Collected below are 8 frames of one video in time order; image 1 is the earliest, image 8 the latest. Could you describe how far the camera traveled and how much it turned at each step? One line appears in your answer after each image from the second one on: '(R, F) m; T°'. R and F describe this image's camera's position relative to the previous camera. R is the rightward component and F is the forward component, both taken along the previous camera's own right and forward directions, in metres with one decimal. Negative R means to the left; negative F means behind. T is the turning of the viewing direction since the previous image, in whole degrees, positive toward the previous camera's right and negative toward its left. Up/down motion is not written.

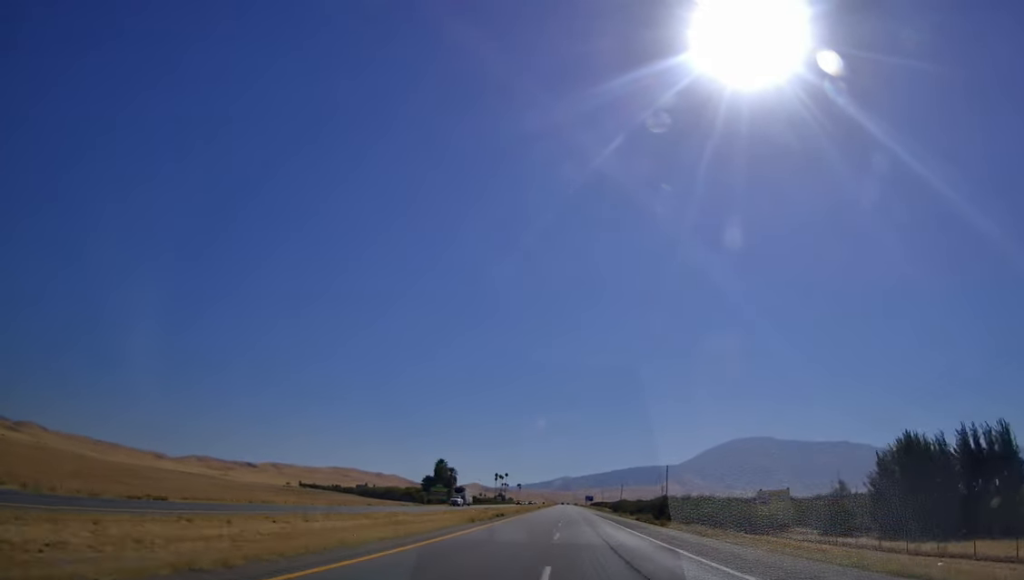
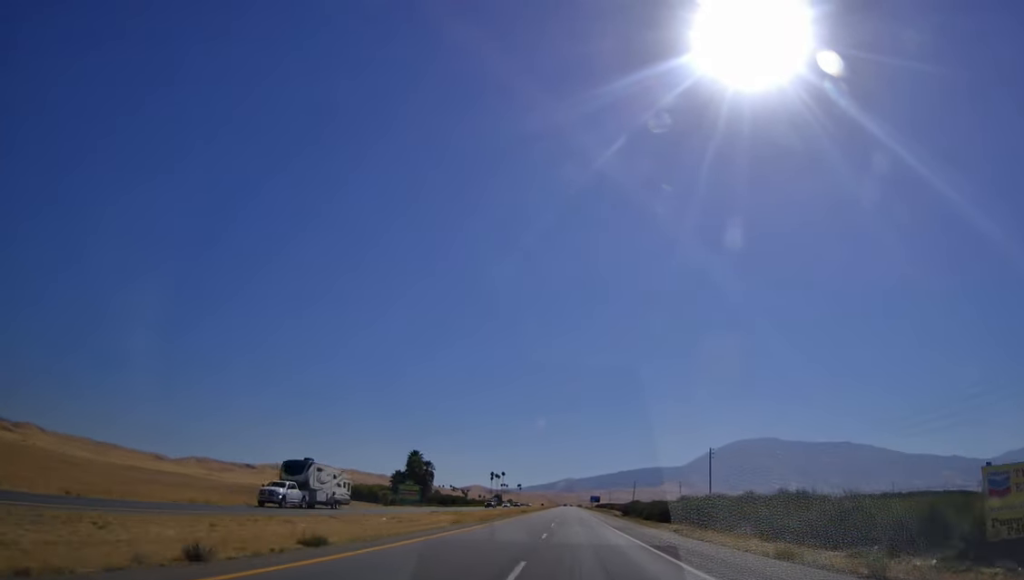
(-0.5, +42.3) m; -1°
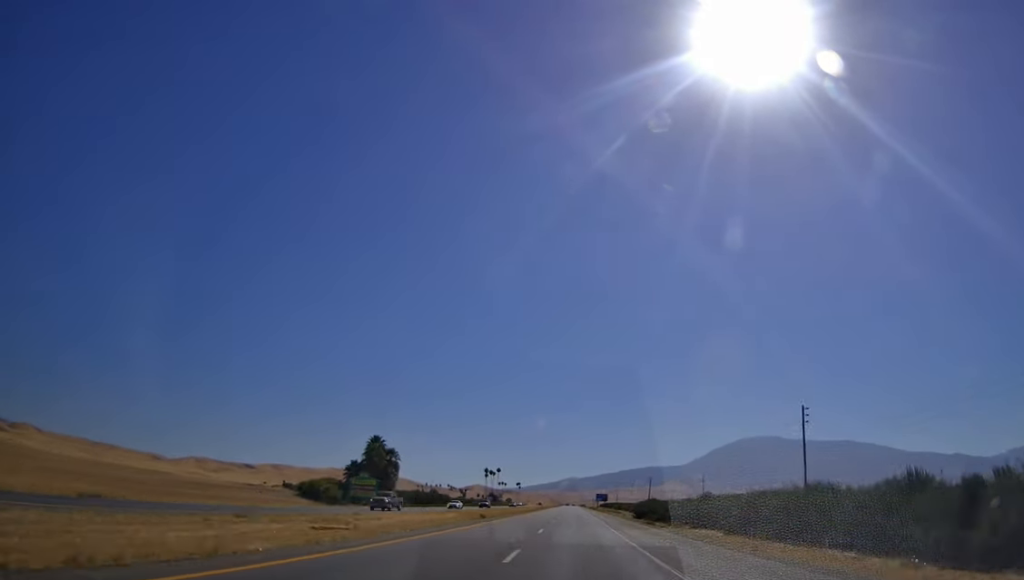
(-0.4, +40.1) m; 0°
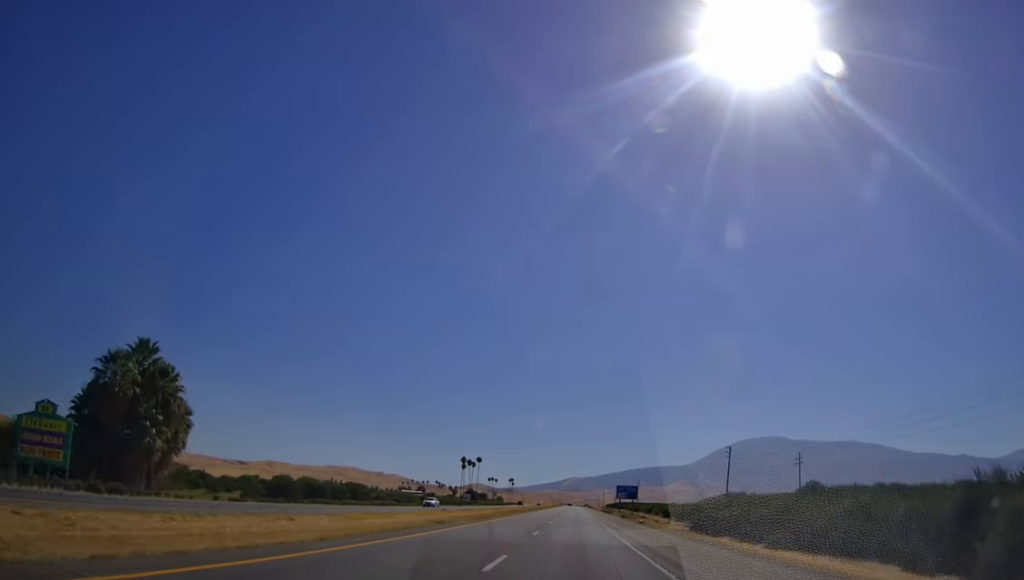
(+0.4, +89.0) m; 0°
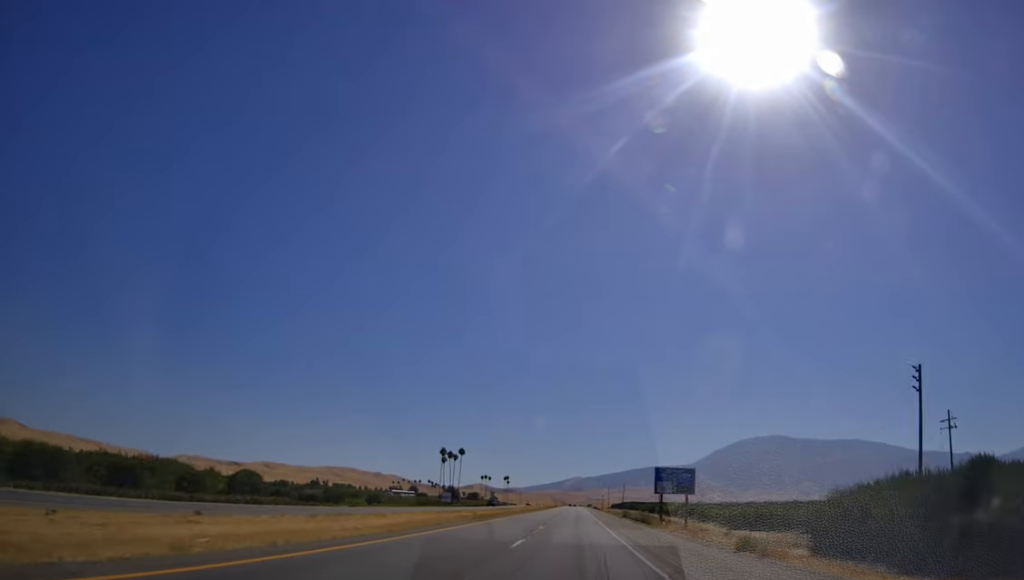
(0.0, +51.1) m; 0°
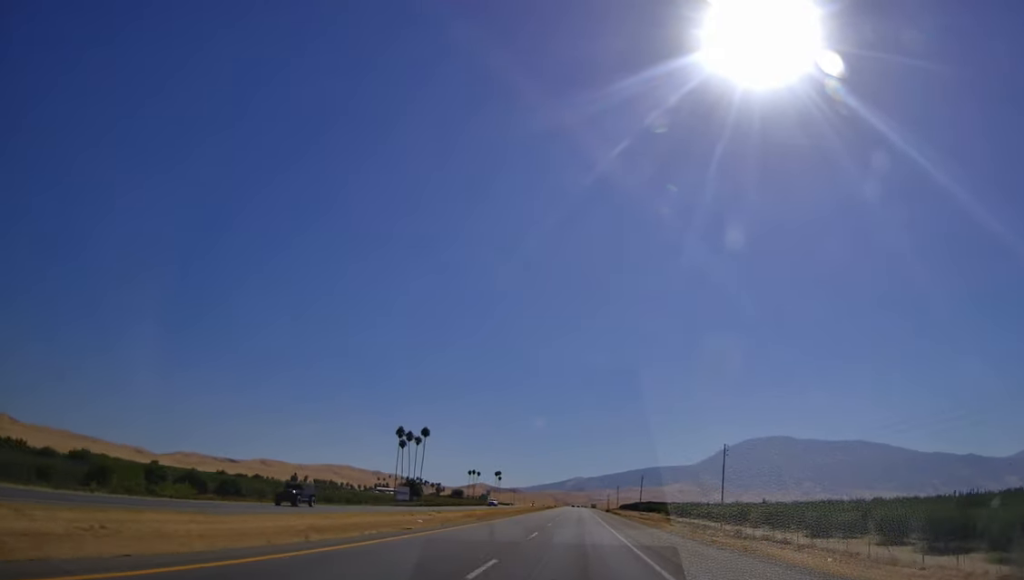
(-0.5, +66.5) m; 0°
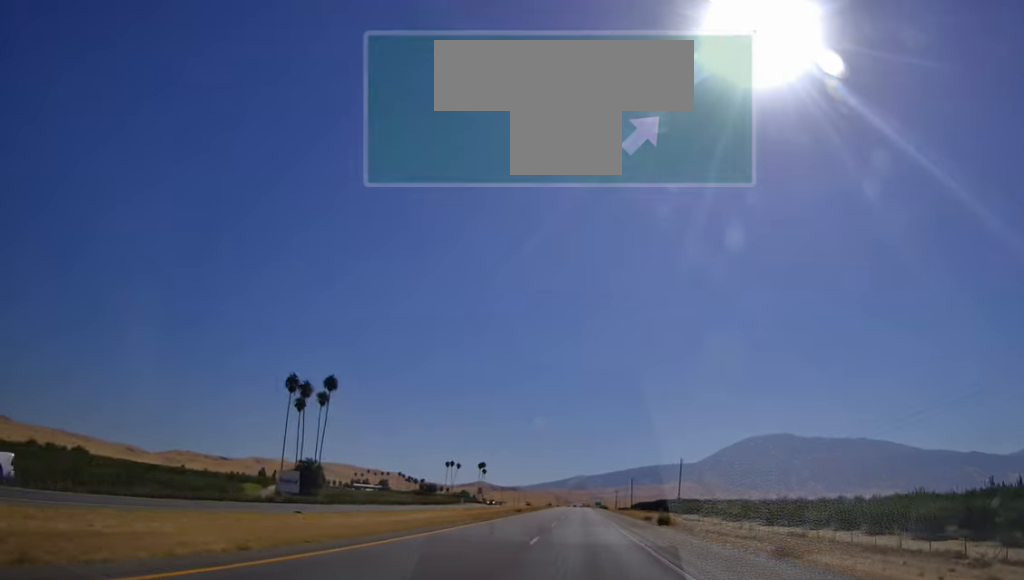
(+0.1, +77.3) m; 0°
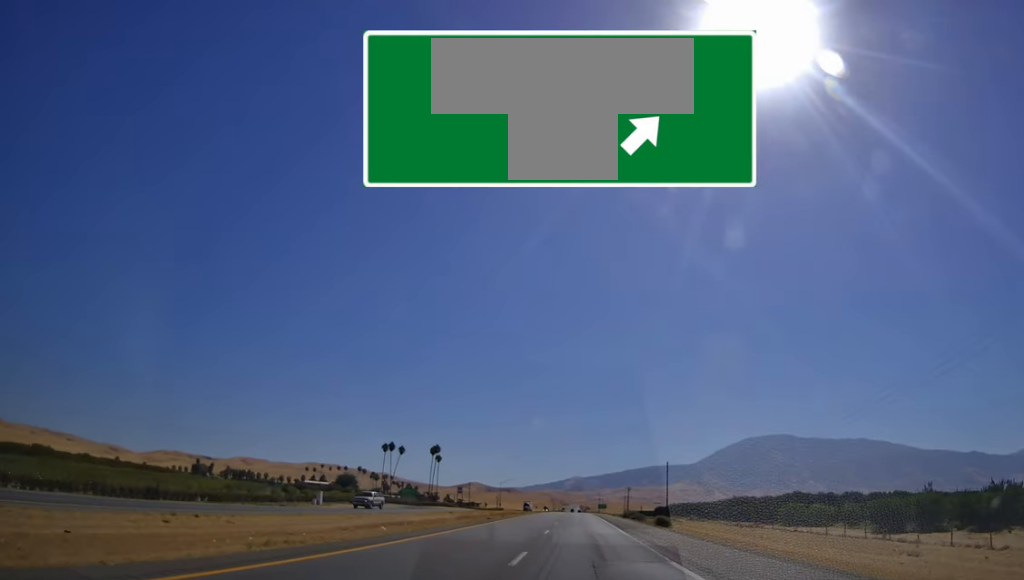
(-0.1, +107.6) m; 0°
